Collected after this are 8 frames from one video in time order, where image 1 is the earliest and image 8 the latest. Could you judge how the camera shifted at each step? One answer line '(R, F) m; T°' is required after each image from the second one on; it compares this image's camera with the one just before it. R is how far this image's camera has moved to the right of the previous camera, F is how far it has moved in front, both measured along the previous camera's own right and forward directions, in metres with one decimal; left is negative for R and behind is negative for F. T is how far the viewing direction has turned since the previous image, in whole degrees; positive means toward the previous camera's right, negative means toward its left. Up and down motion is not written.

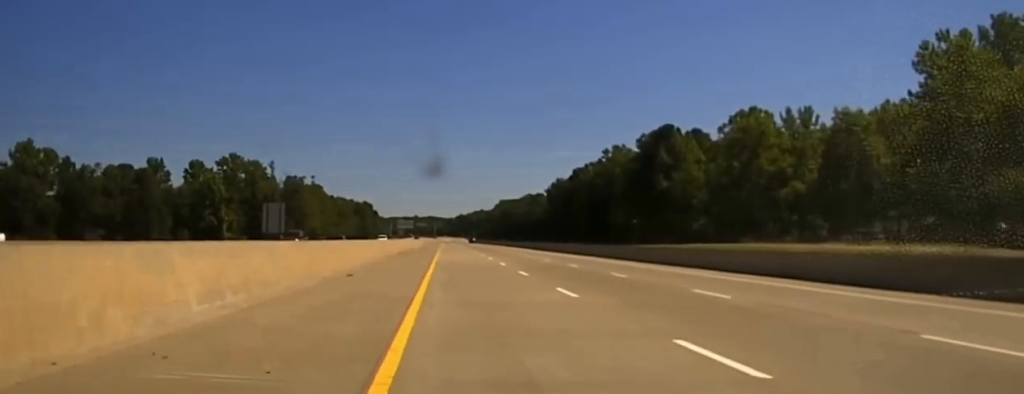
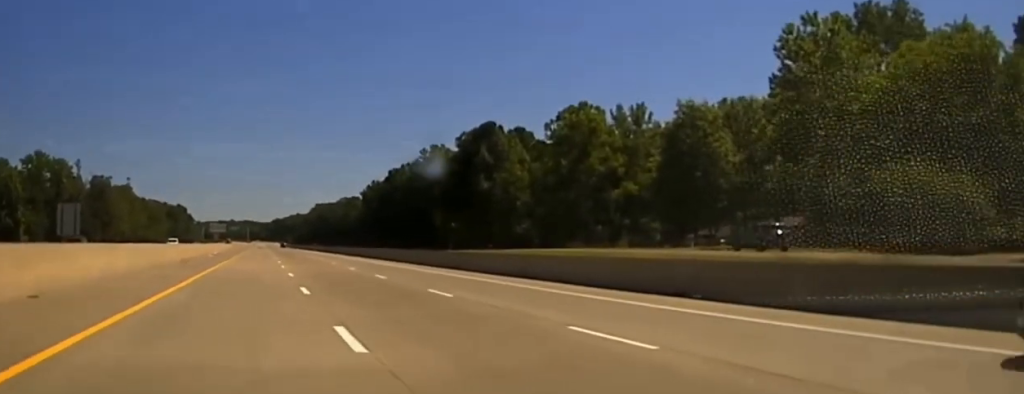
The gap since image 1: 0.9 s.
(+0.7, +11.3) m; +7°
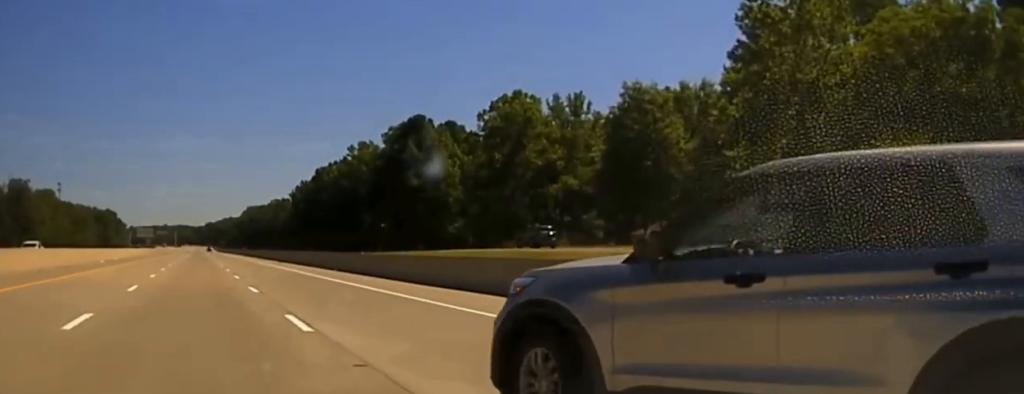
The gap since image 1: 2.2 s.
(+0.8, +10.8) m; +9°
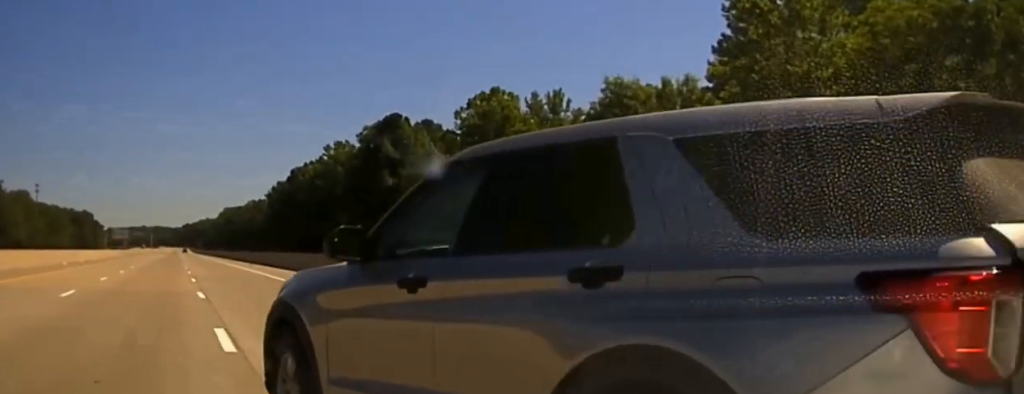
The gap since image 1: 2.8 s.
(+0.2, +3.6) m; +4°
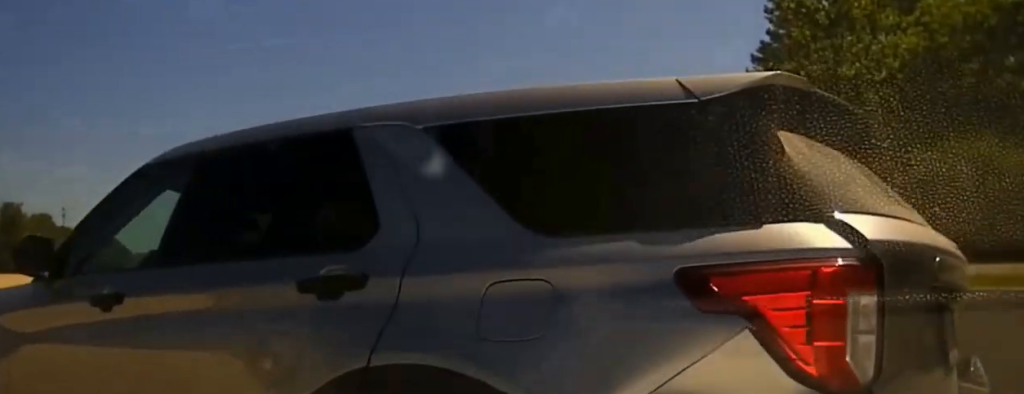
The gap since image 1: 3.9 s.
(+0.2, +4.1) m; +10°
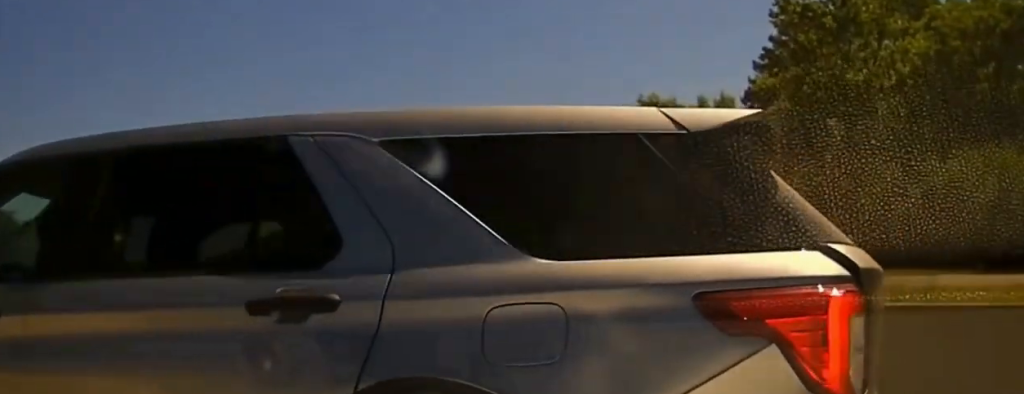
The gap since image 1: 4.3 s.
(-0.1, +1.2) m; +5°
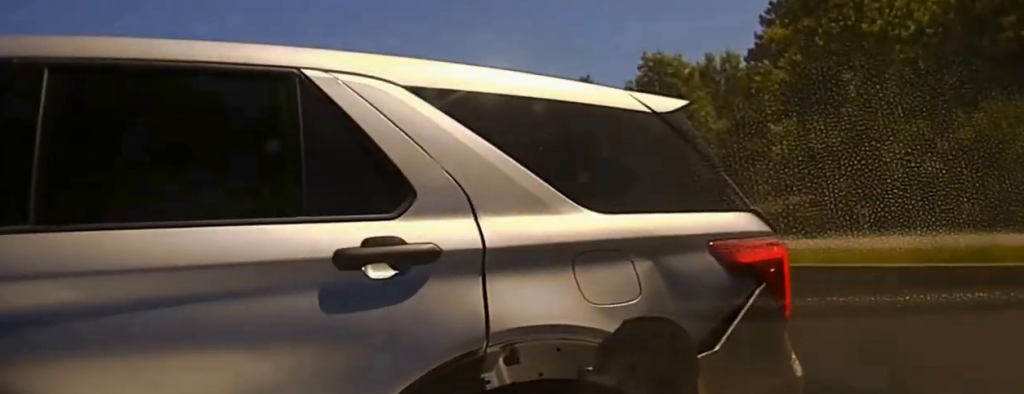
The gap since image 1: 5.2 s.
(+0.4, +1.3) m; 0°
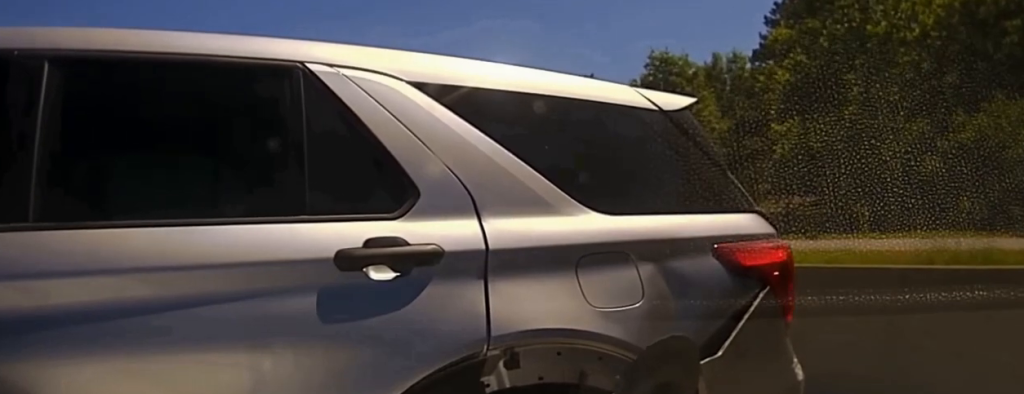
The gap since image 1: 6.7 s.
(+0.3, +1.0) m; 0°
